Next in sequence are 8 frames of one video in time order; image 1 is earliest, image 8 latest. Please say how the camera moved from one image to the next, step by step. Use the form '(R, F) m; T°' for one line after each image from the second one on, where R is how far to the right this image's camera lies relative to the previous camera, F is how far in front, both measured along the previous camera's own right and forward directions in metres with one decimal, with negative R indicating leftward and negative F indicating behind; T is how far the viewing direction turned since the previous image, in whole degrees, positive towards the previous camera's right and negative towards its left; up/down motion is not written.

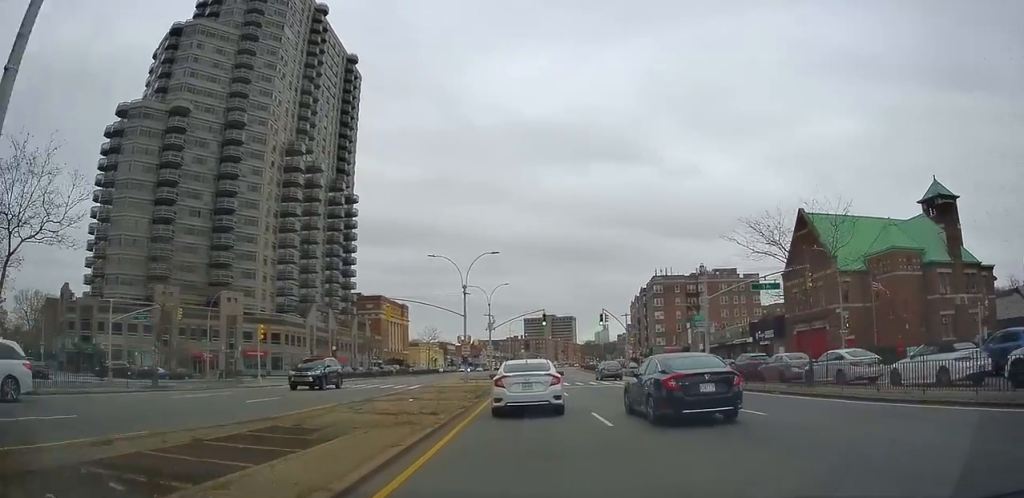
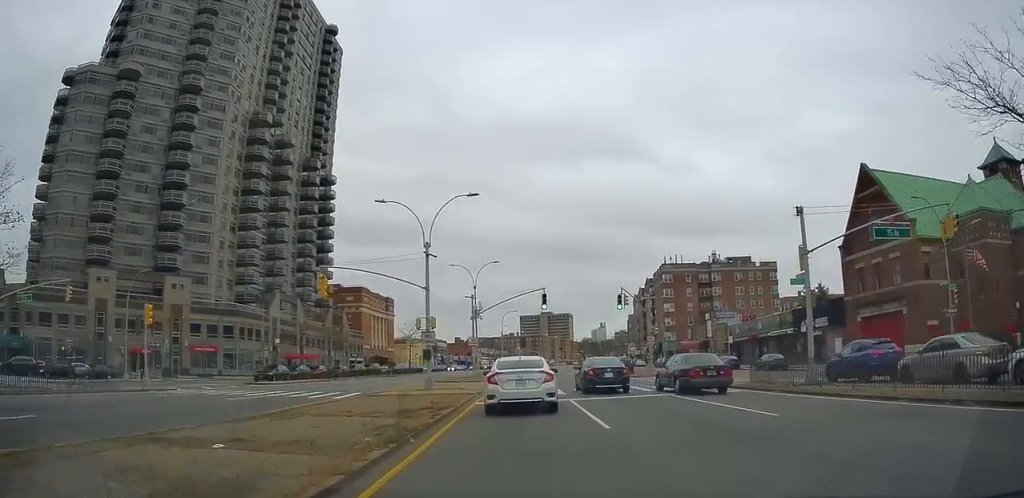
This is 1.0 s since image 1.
(+0.1, +13.7) m; 0°
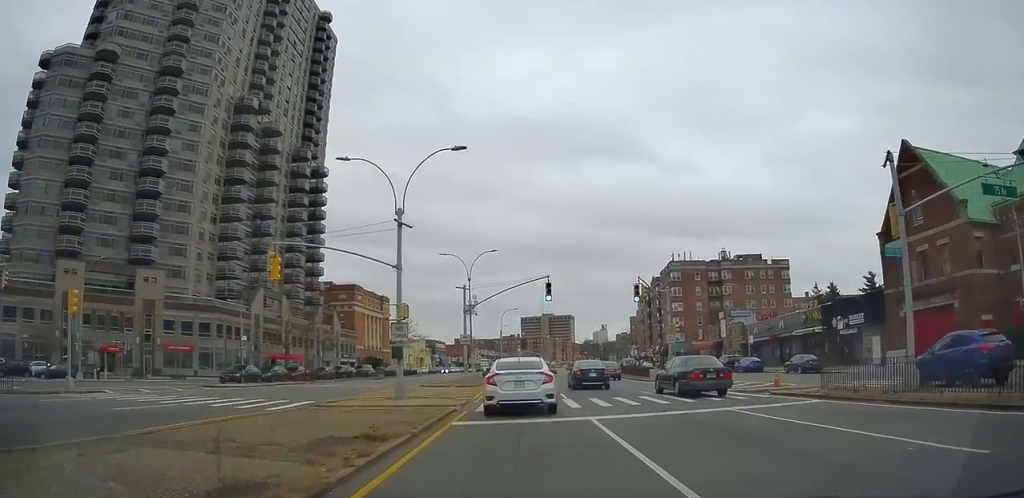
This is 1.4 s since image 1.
(+0.2, +6.3) m; 0°
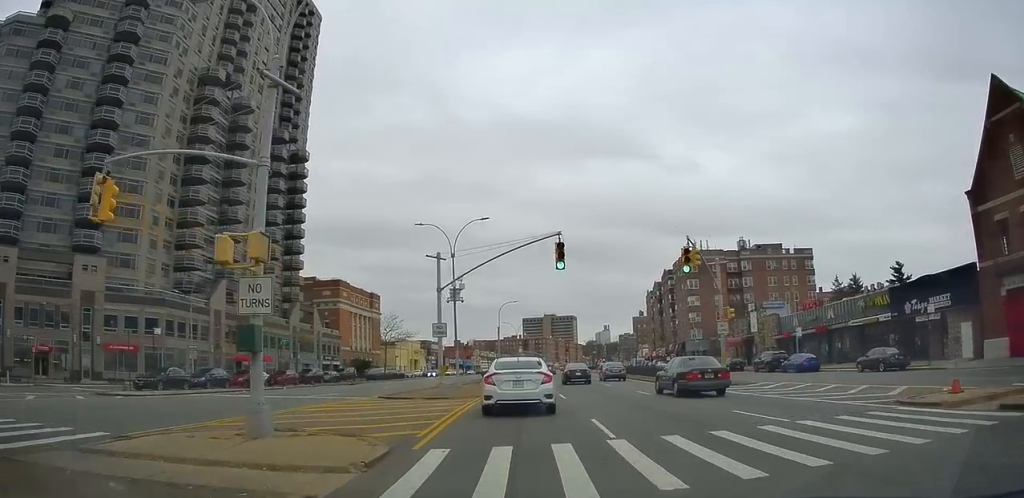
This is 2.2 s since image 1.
(-0.4, +11.3) m; 0°
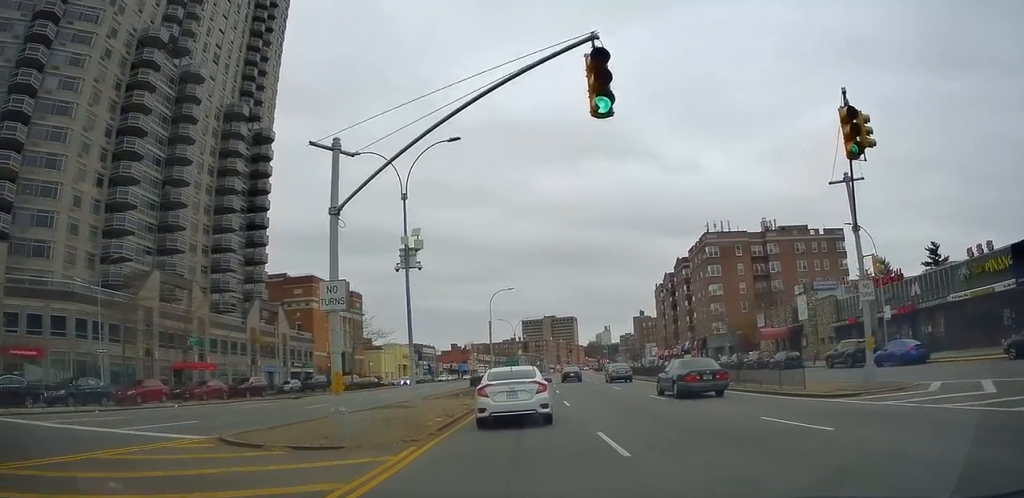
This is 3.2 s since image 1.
(+0.3, +14.0) m; 0°
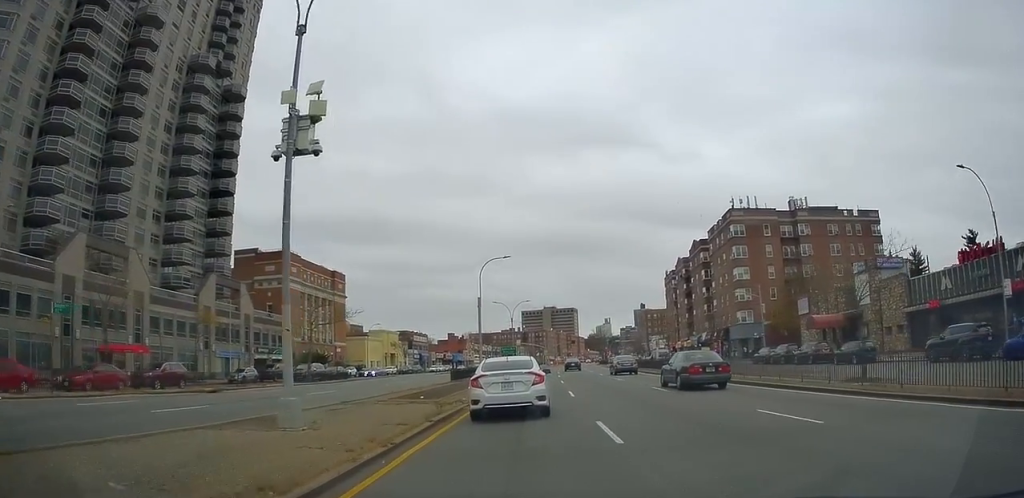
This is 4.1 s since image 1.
(-0.2, +11.6) m; -1°
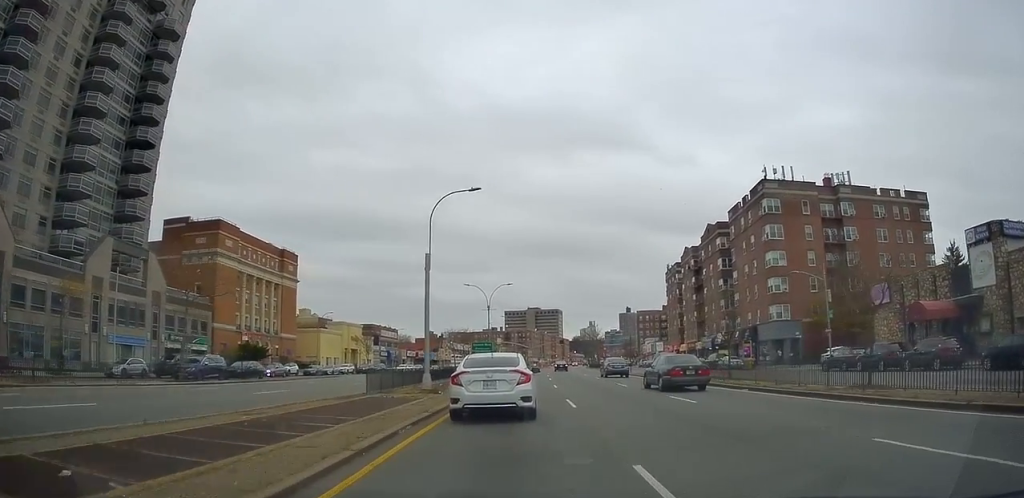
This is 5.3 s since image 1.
(-0.2, +17.1) m; 0°
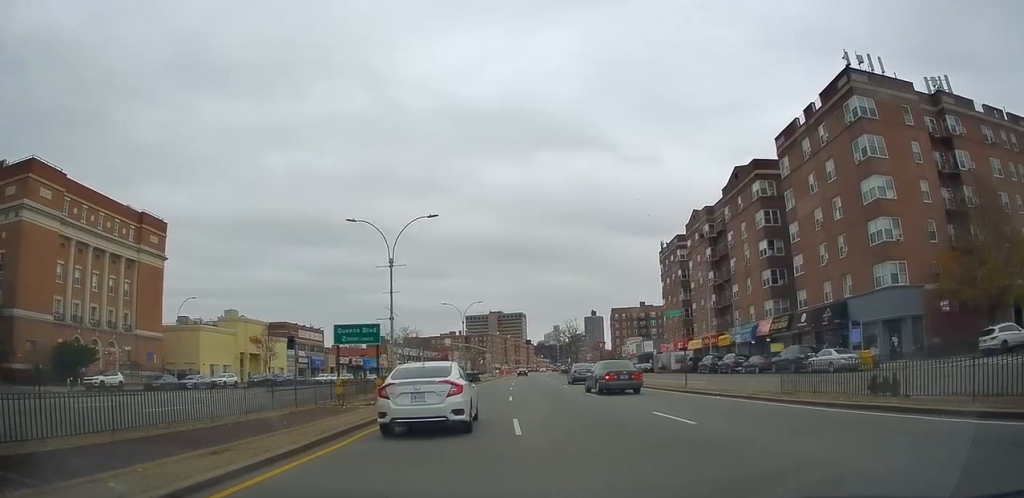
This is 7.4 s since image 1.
(0.0, +29.2) m; +2°
